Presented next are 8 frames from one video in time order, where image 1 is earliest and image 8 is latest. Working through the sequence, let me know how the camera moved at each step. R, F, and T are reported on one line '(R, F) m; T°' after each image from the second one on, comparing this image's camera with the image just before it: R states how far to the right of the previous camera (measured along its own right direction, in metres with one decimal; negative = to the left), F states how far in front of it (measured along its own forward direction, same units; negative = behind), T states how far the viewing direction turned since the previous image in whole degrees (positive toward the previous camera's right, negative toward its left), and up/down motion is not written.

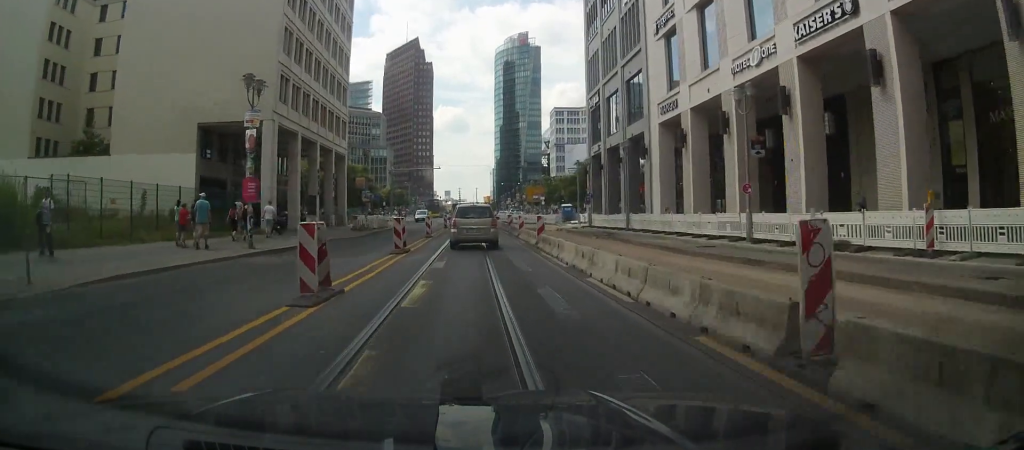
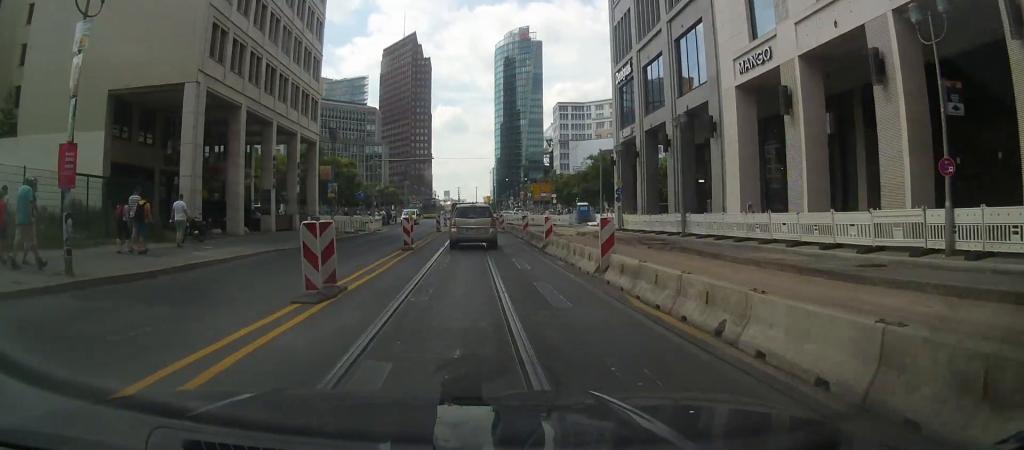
(-0.2, +11.6) m; -2°
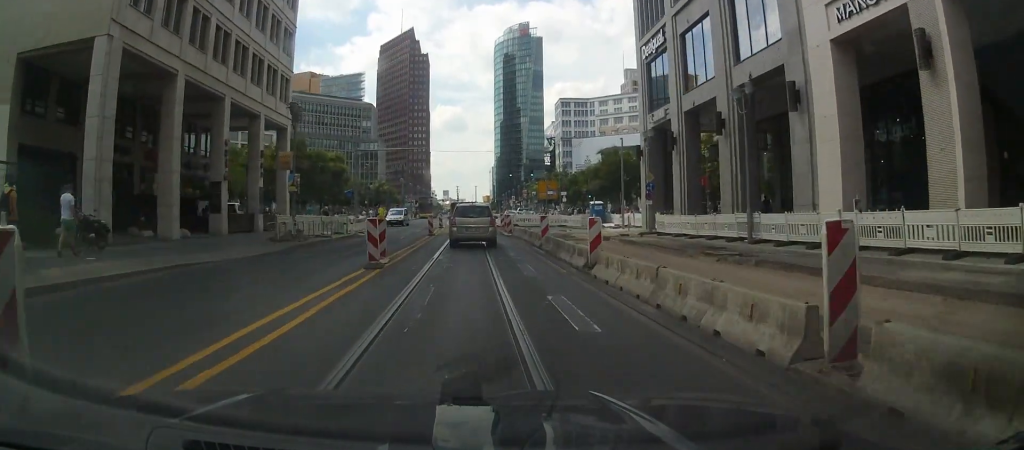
(-0.1, +8.0) m; +3°
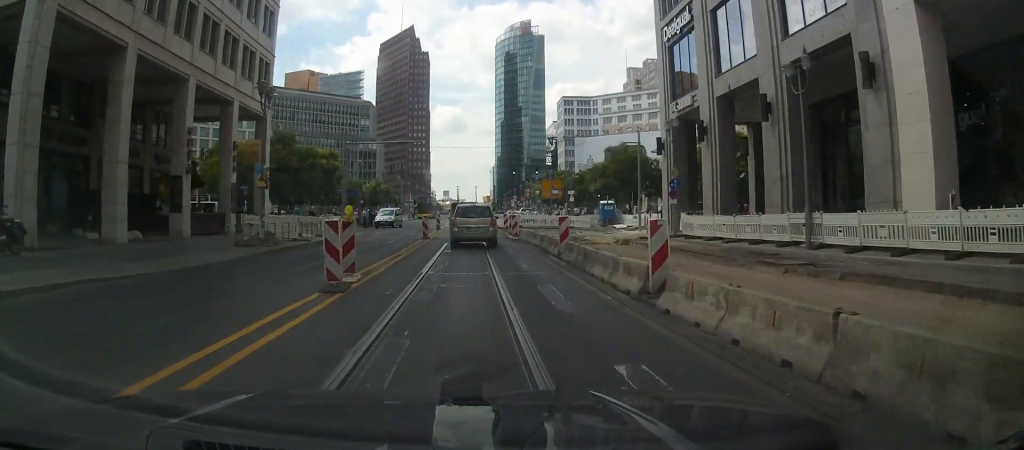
(0.0, +4.6) m; +2°
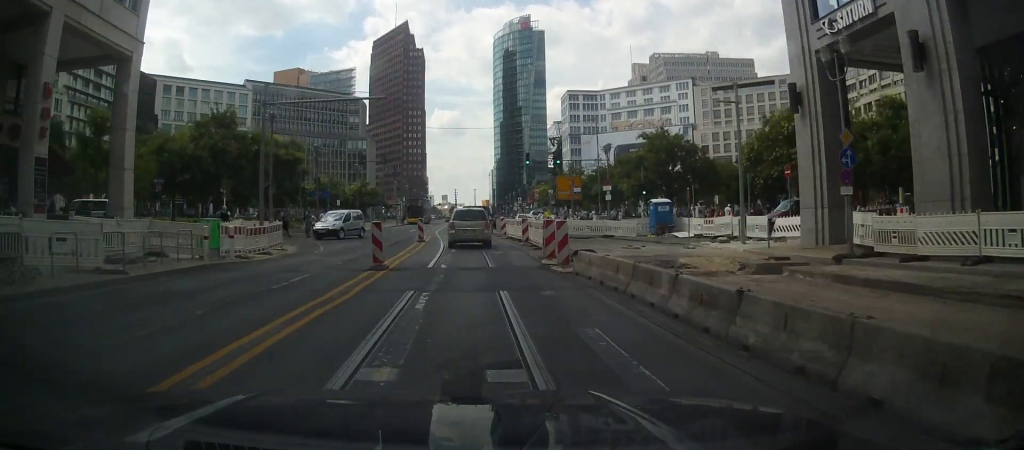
(+0.3, +16.2) m; -5°
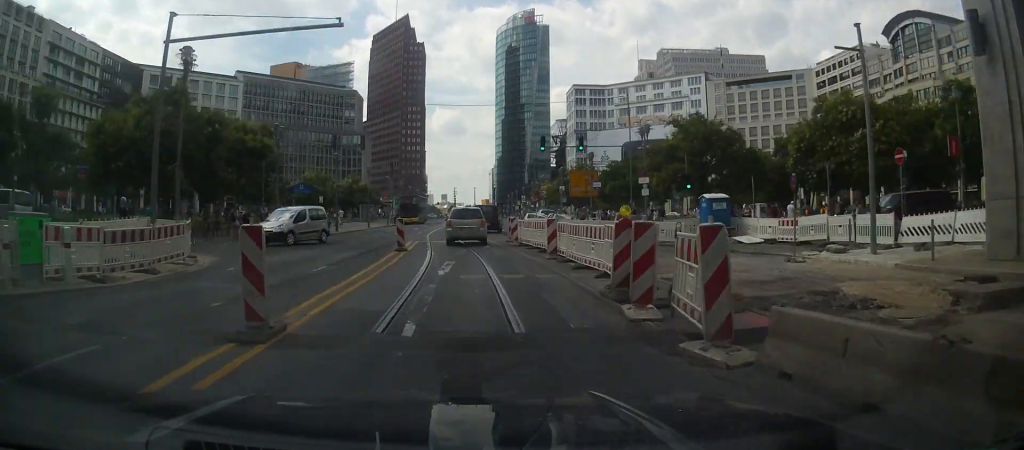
(-0.4, +8.9) m; 0°
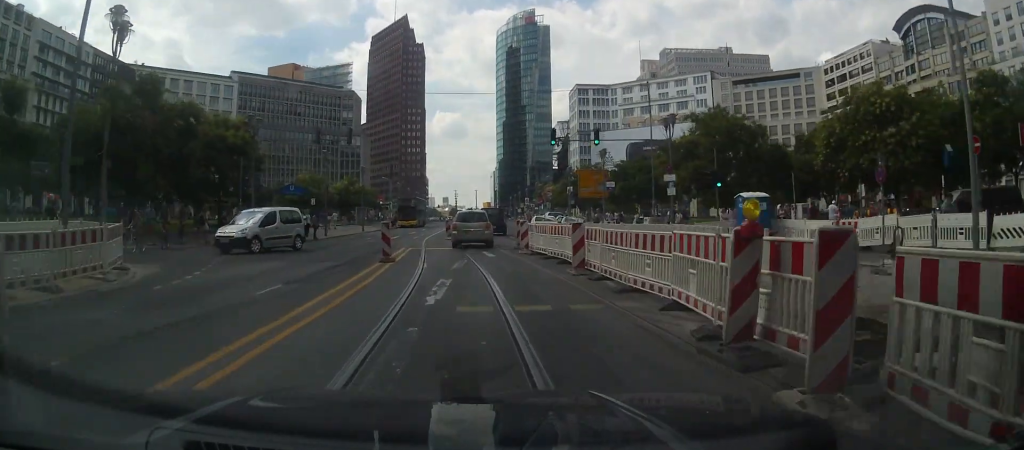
(+0.2, +4.2) m; +1°
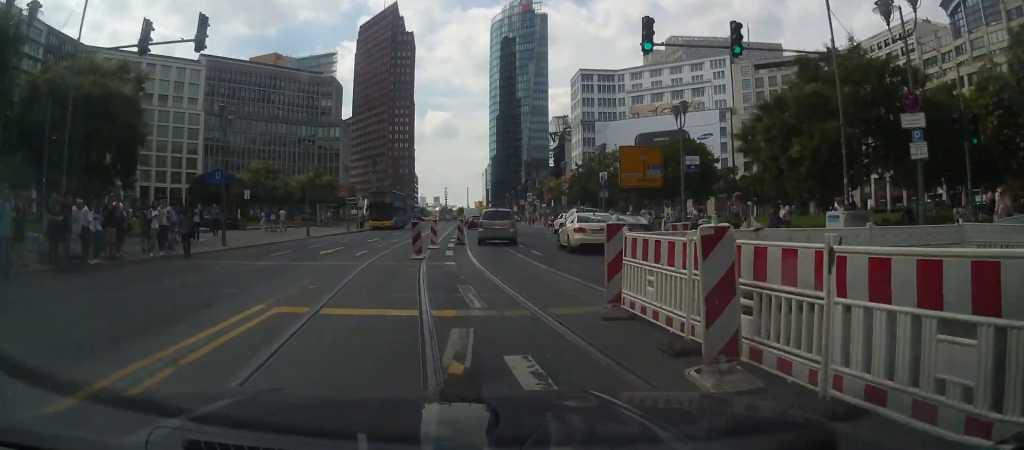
(+0.7, +17.8) m; +3°
